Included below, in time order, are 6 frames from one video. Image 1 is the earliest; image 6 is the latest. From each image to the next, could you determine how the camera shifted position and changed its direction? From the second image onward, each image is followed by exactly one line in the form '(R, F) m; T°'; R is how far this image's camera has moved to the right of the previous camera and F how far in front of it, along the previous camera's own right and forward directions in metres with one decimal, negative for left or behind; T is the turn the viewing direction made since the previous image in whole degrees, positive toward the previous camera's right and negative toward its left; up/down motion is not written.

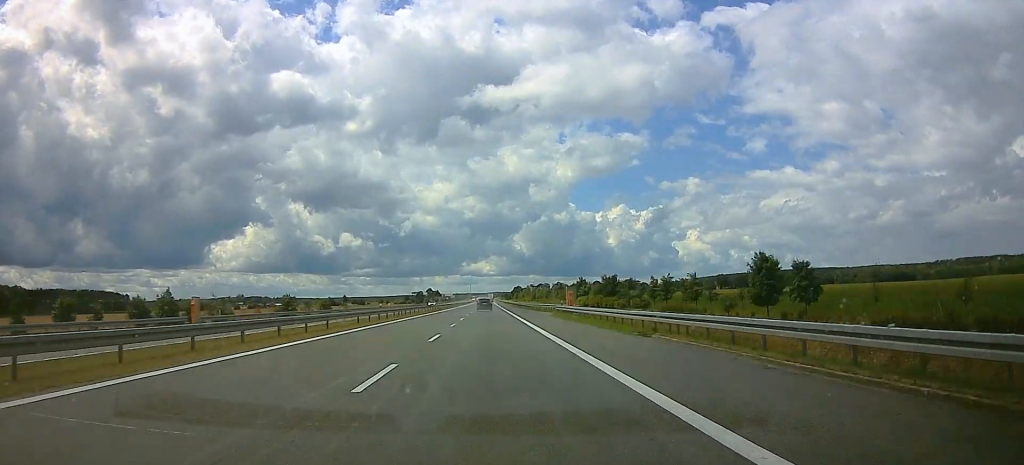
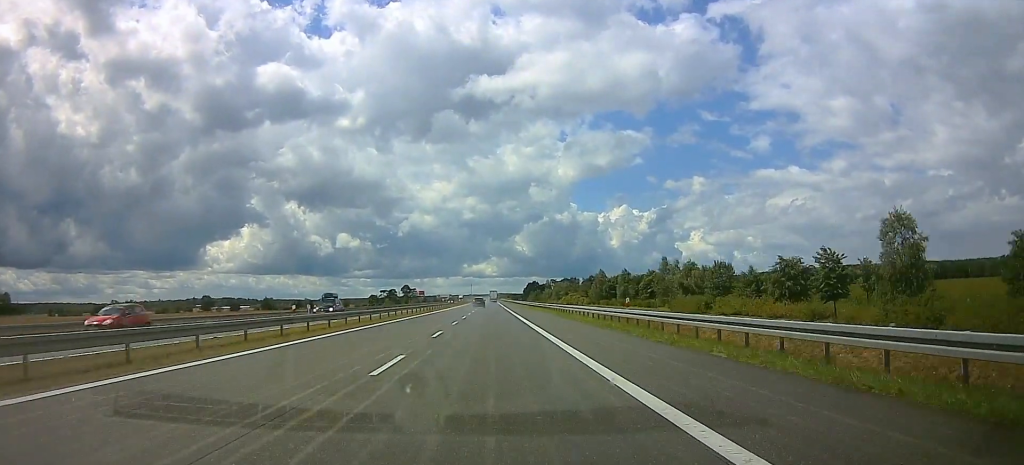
(-0.7, +227.2) m; 0°
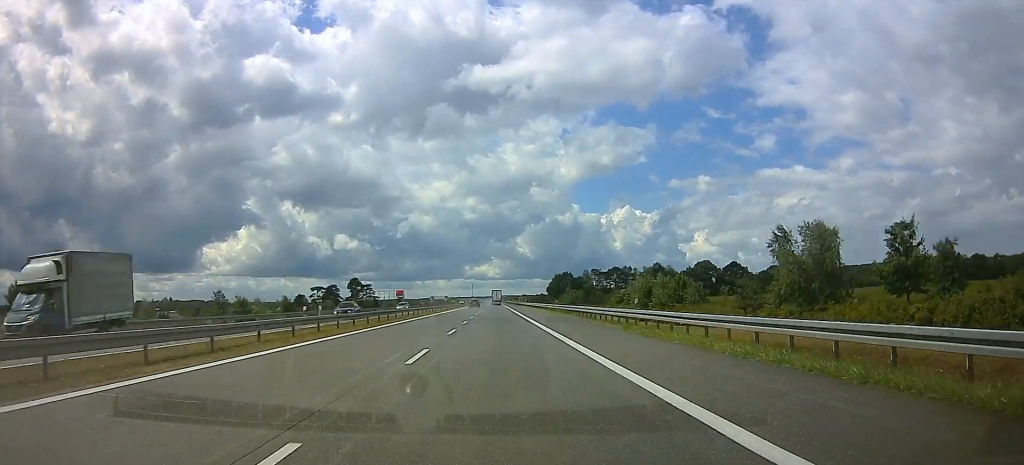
(-1.5, +200.0) m; -1°
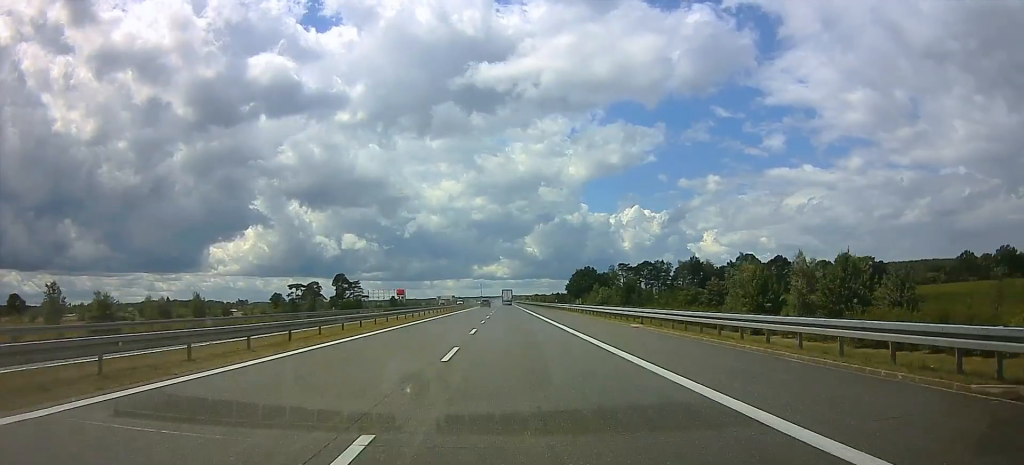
(-0.3, +45.7) m; 0°
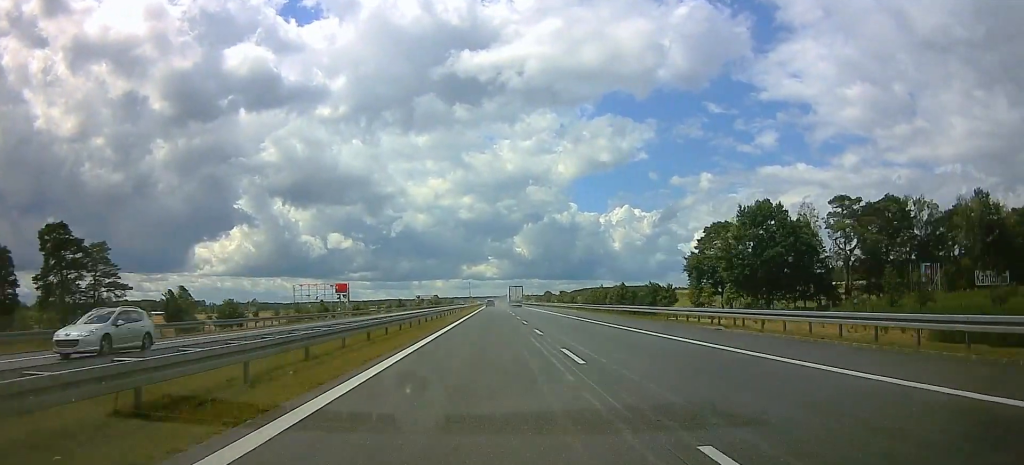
(+1.2, +179.7) m; +1°
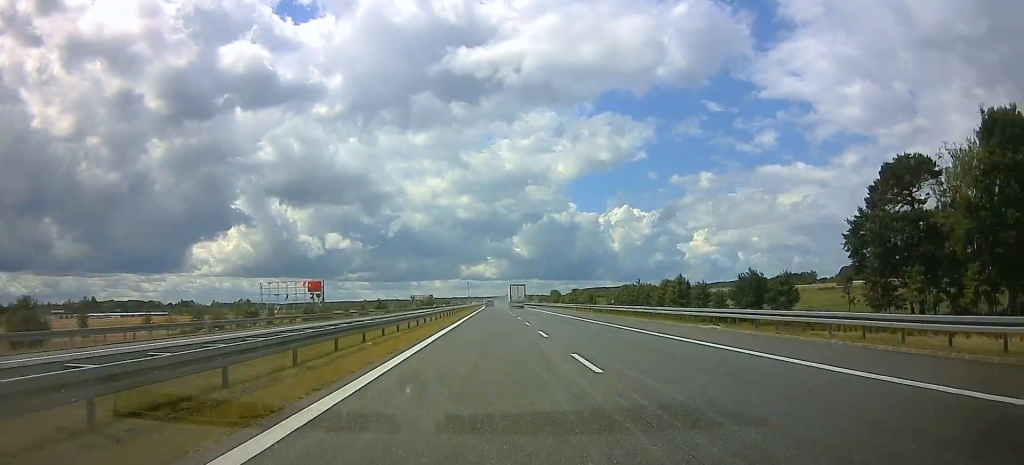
(-0.2, +49.0) m; 0°
